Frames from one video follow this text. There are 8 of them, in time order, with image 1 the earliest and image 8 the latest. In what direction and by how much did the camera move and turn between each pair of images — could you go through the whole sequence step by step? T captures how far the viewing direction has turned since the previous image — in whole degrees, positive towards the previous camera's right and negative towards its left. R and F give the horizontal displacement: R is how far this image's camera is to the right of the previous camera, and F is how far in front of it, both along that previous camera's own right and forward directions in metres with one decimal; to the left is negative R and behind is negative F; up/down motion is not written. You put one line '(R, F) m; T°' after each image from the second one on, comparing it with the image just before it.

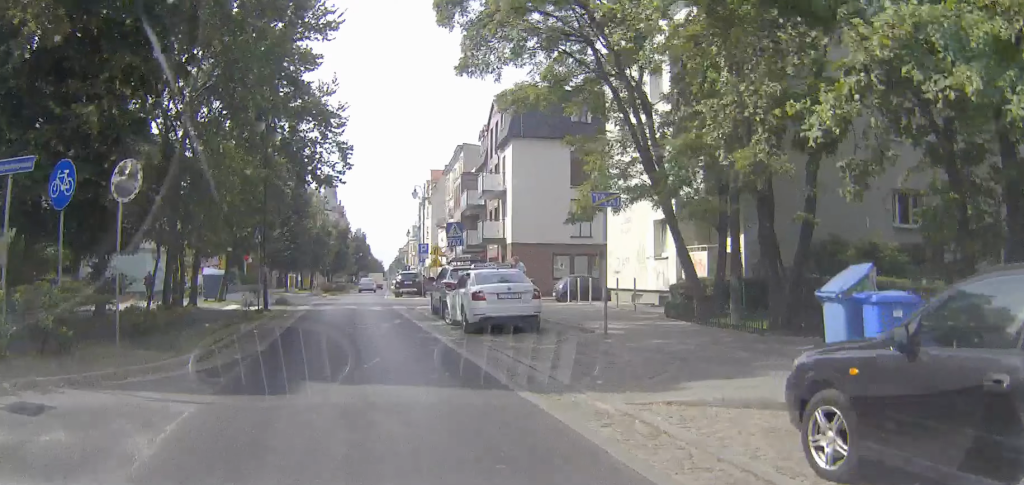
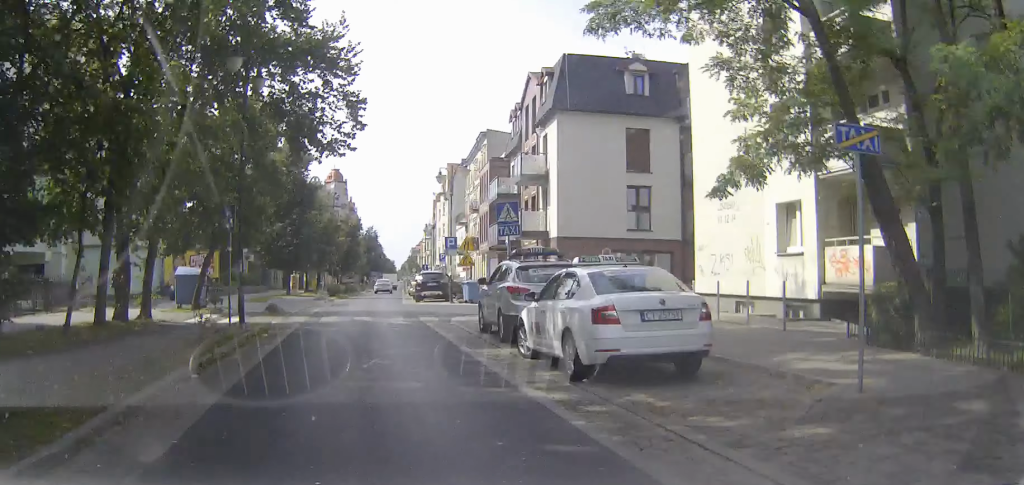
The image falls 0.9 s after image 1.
(-0.1, +8.2) m; 0°
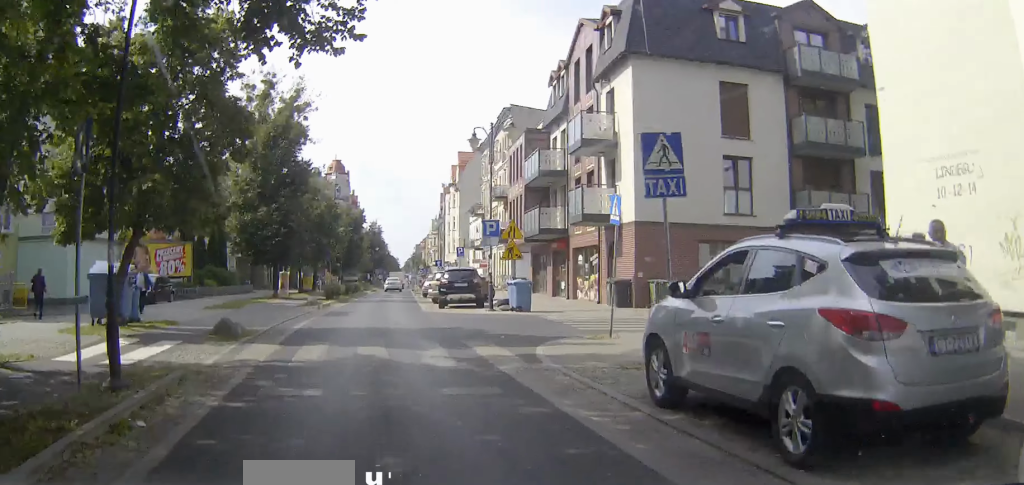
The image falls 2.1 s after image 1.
(+0.1, +11.2) m; +1°
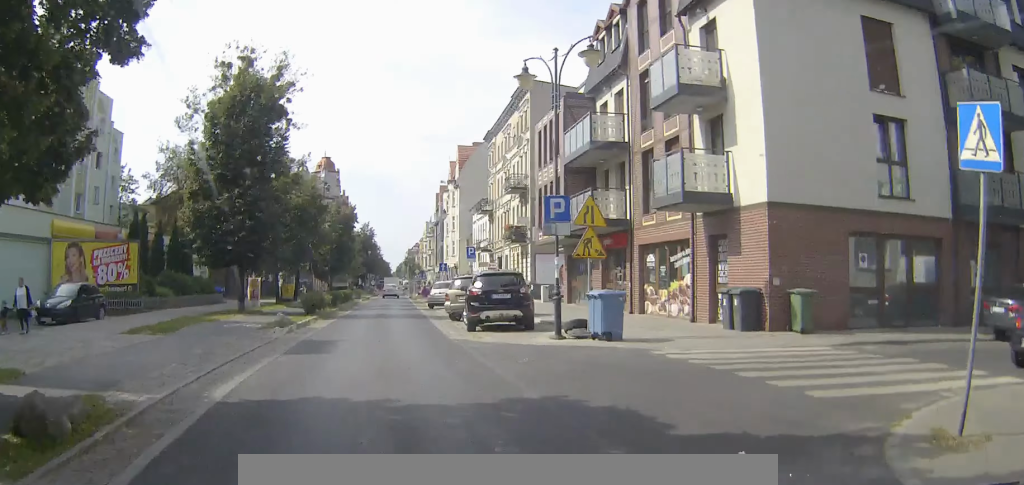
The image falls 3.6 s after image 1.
(+0.1, +11.2) m; 0°
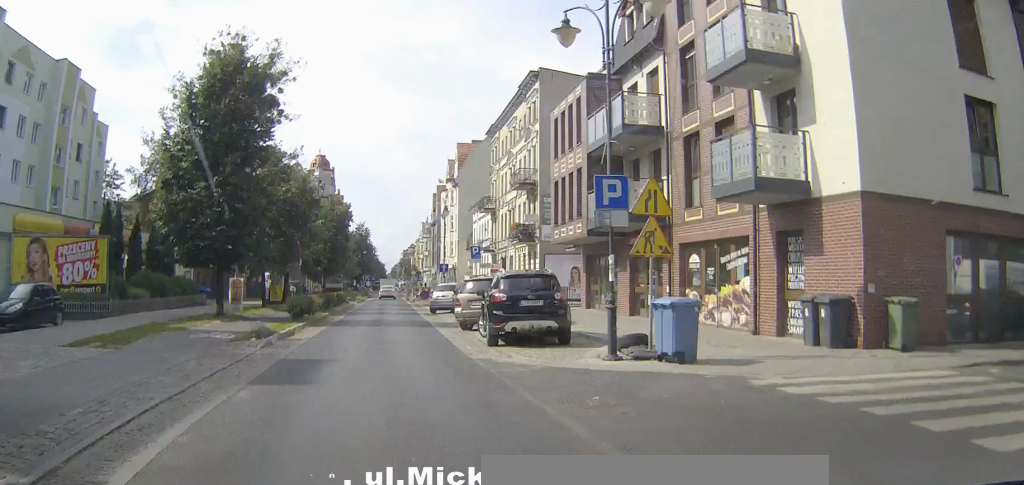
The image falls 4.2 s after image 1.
(0.0, +4.2) m; 0°
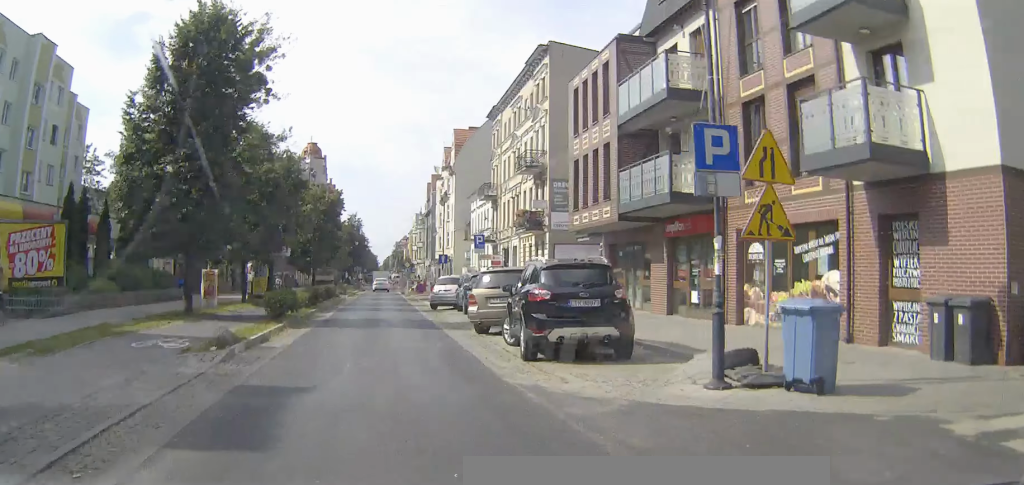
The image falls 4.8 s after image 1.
(0.0, +4.3) m; 0°
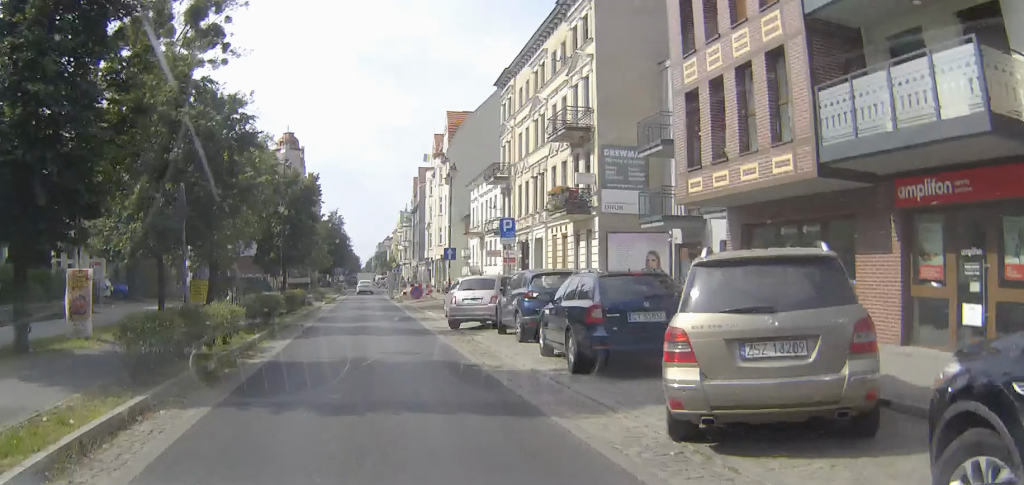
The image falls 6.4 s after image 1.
(+0.2, +12.4) m; +2°
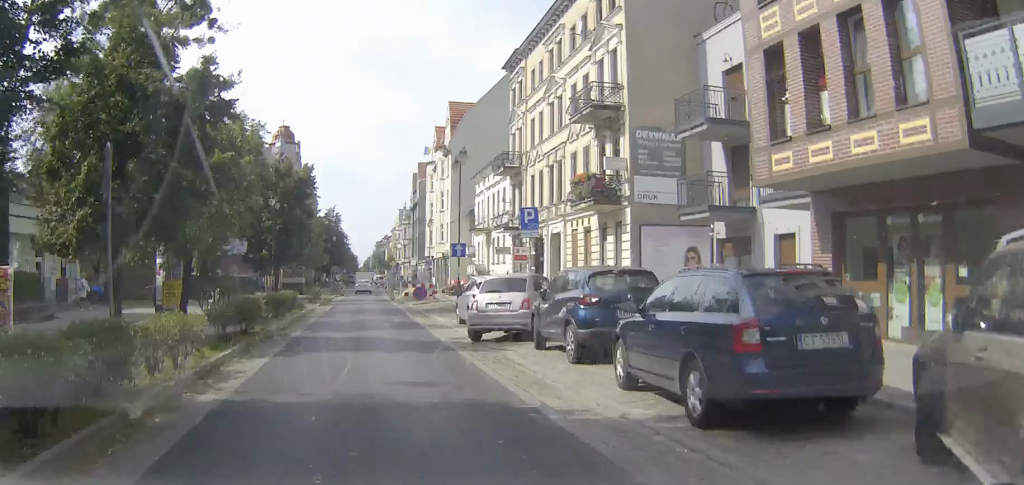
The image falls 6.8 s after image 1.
(0.0, +4.1) m; +1°
